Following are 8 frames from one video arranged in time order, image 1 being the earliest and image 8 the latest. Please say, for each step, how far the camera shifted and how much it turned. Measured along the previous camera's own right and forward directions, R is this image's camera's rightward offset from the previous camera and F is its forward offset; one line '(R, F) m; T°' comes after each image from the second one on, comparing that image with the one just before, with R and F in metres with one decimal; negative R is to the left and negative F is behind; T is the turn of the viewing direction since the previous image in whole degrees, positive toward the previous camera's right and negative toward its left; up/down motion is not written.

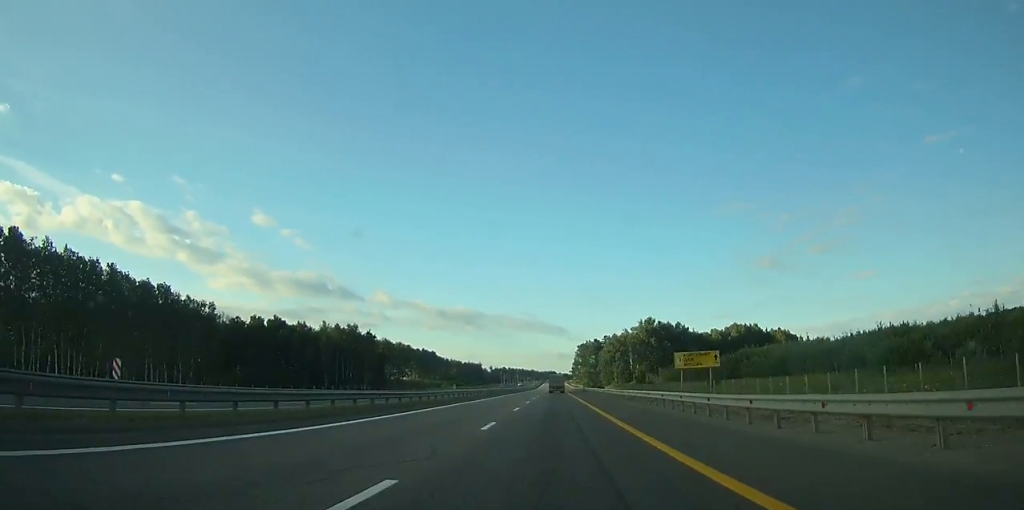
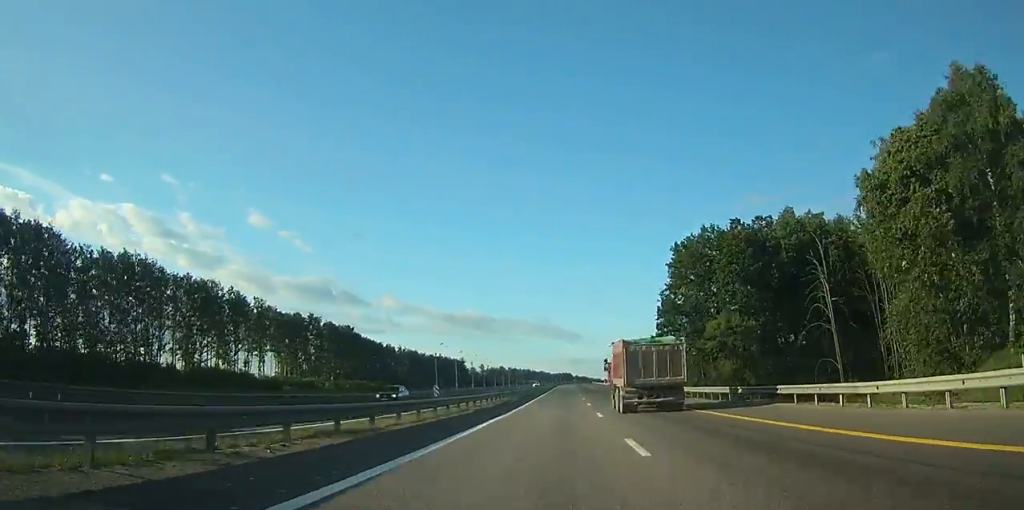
(-1.6, +193.1) m; 0°
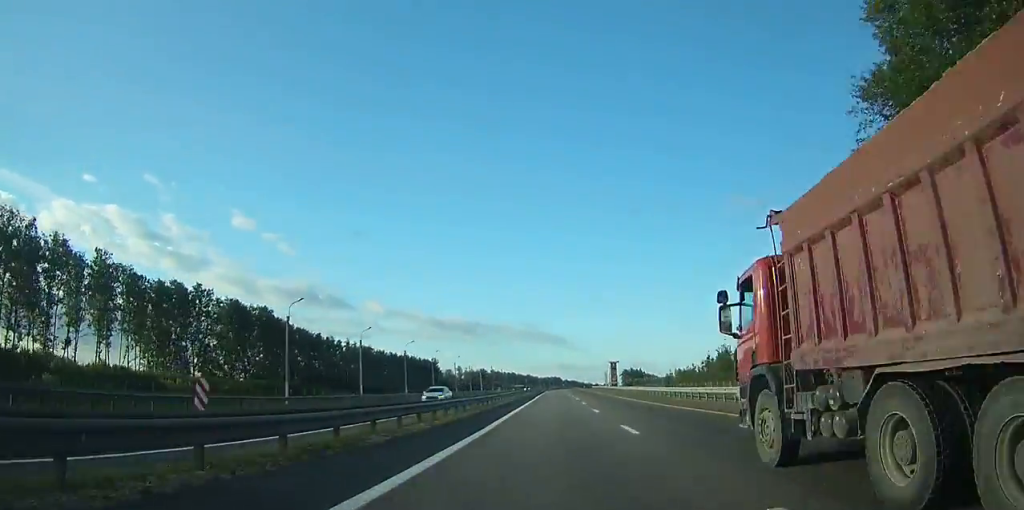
(+0.3, +58.2) m; +1°
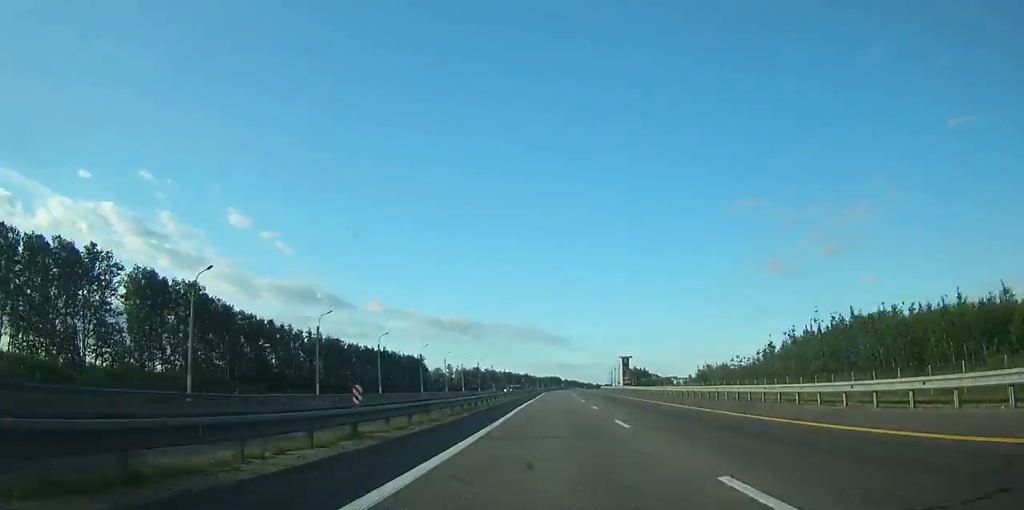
(-0.2, +34.5) m; +1°
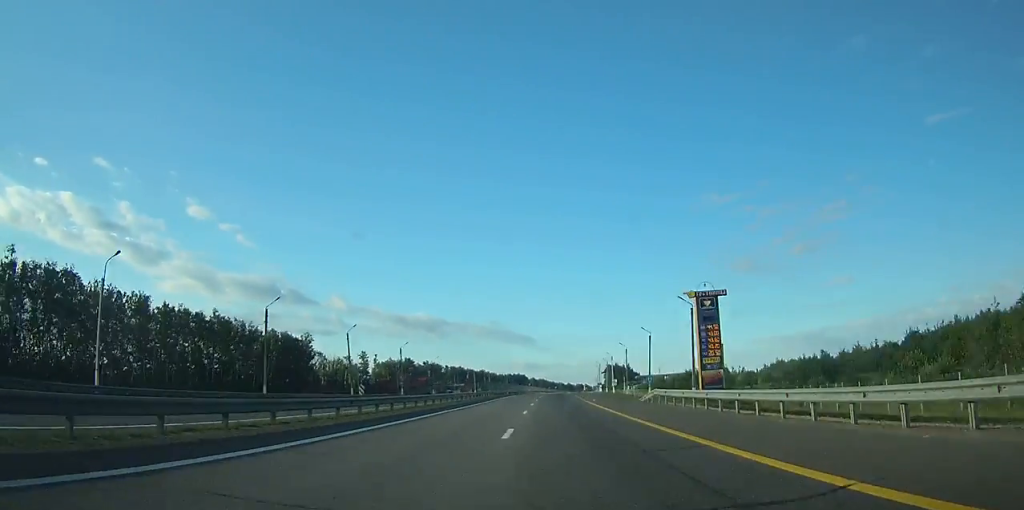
(+2.4, +114.5) m; +2°
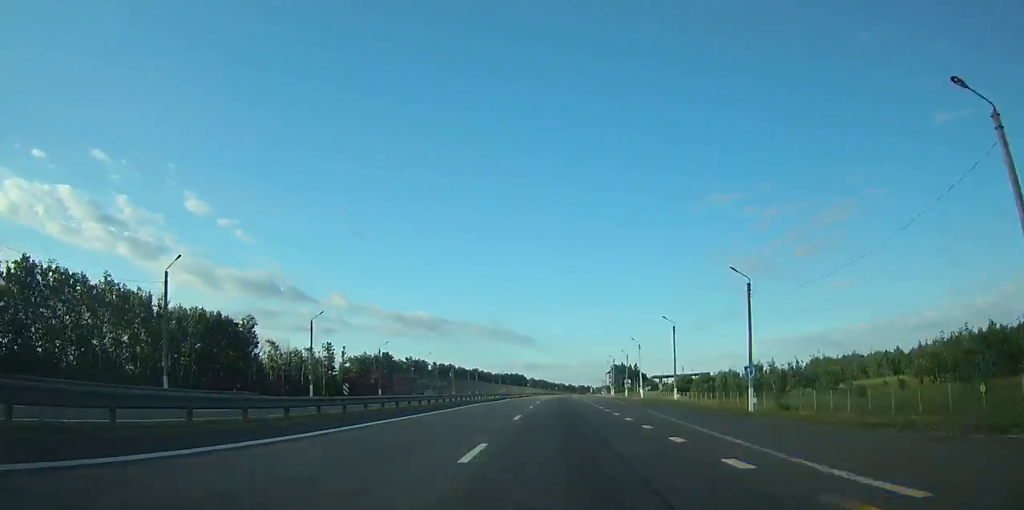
(+0.2, +43.1) m; 0°
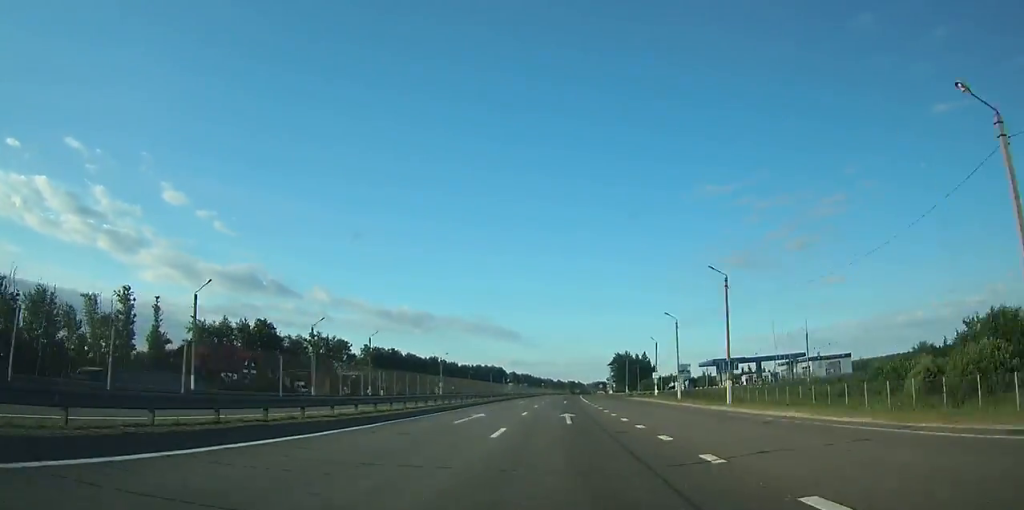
(+1.1, +102.5) m; +2°
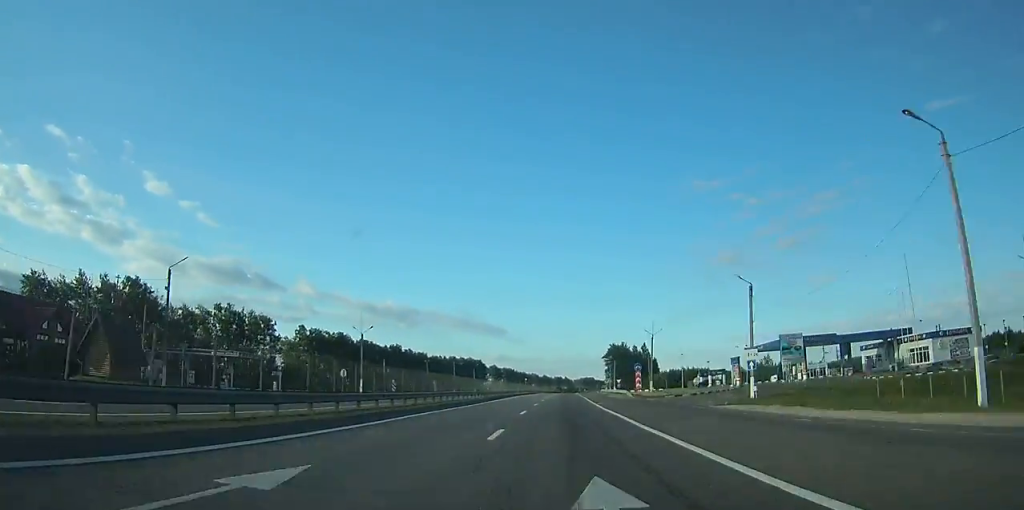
(+0.6, +46.6) m; +1°
